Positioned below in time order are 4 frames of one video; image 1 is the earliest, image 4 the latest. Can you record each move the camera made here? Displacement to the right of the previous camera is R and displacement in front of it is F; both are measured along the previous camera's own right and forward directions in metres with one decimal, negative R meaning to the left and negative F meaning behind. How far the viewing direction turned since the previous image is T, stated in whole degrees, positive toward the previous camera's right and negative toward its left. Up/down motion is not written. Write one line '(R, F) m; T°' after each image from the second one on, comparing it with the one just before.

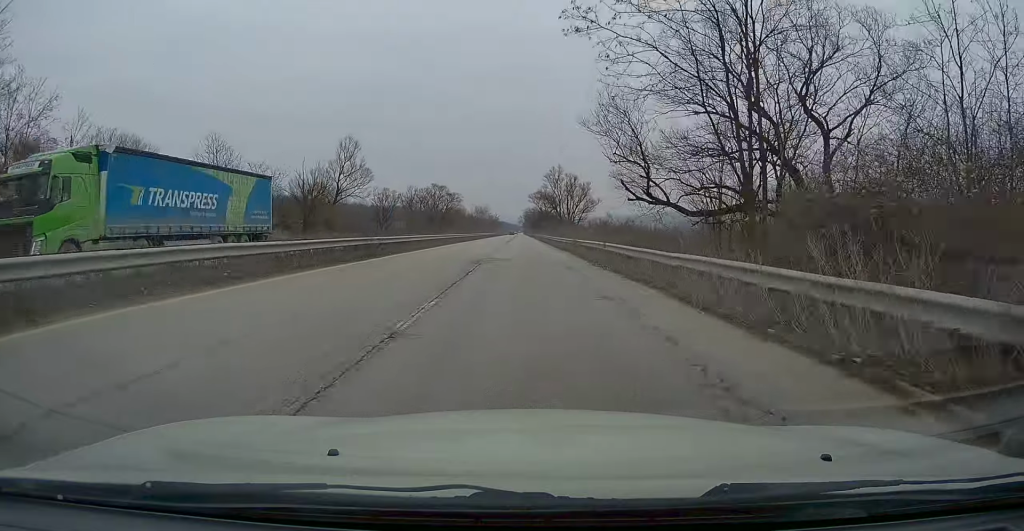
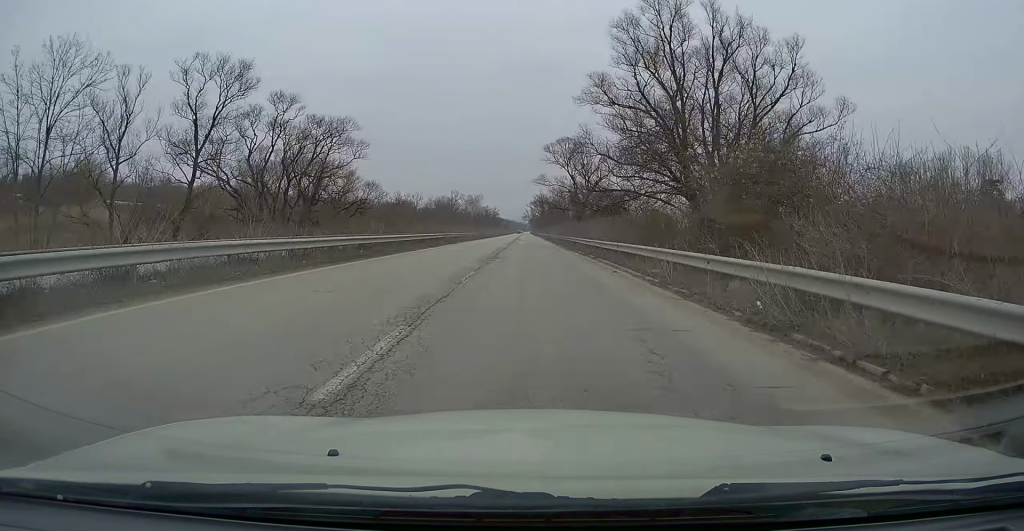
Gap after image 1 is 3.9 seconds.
(-0.3, +101.1) m; 0°
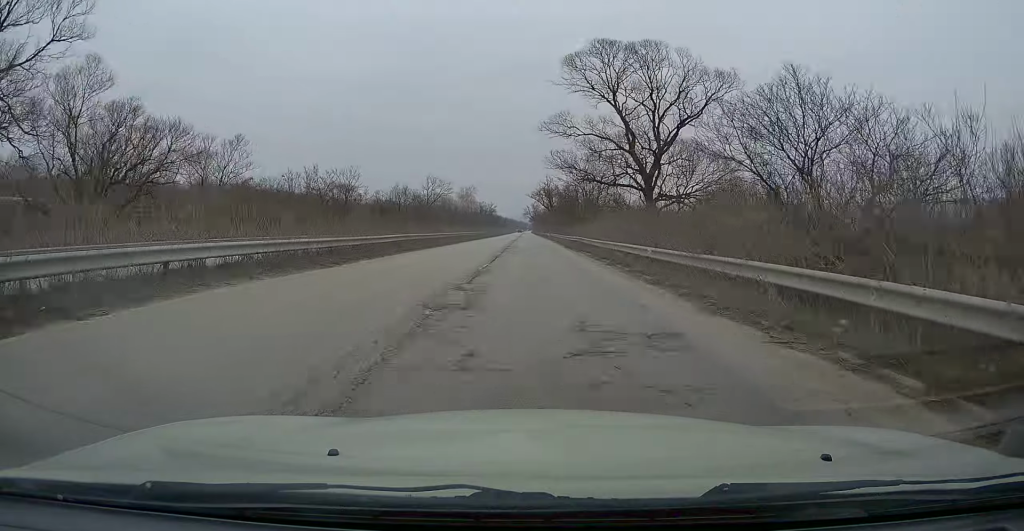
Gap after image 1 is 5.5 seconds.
(0.0, +40.4) m; 0°
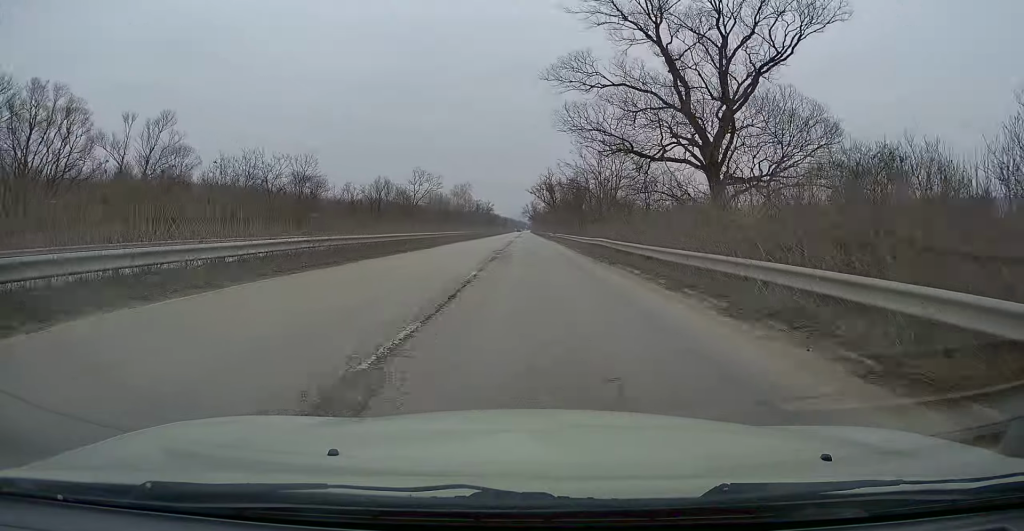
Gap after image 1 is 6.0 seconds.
(-0.1, +13.0) m; 0°
